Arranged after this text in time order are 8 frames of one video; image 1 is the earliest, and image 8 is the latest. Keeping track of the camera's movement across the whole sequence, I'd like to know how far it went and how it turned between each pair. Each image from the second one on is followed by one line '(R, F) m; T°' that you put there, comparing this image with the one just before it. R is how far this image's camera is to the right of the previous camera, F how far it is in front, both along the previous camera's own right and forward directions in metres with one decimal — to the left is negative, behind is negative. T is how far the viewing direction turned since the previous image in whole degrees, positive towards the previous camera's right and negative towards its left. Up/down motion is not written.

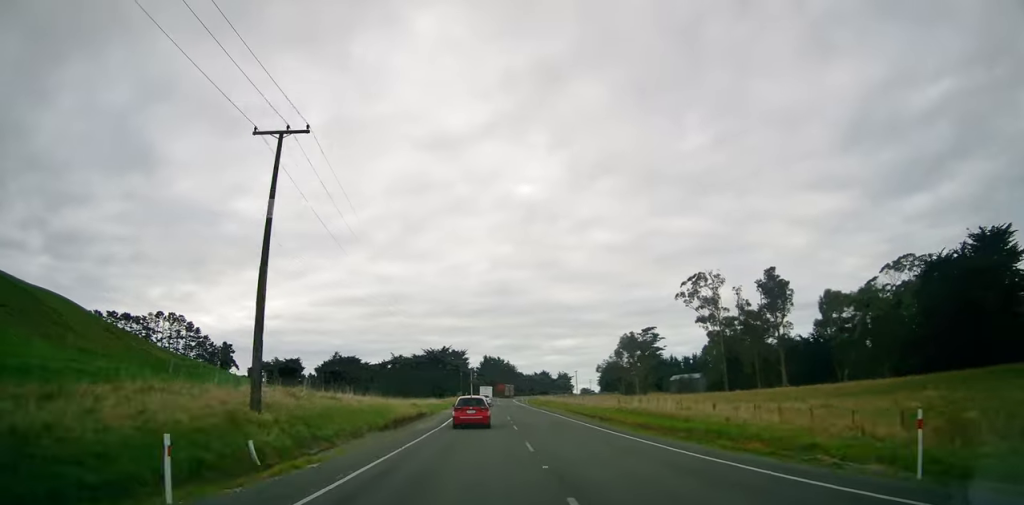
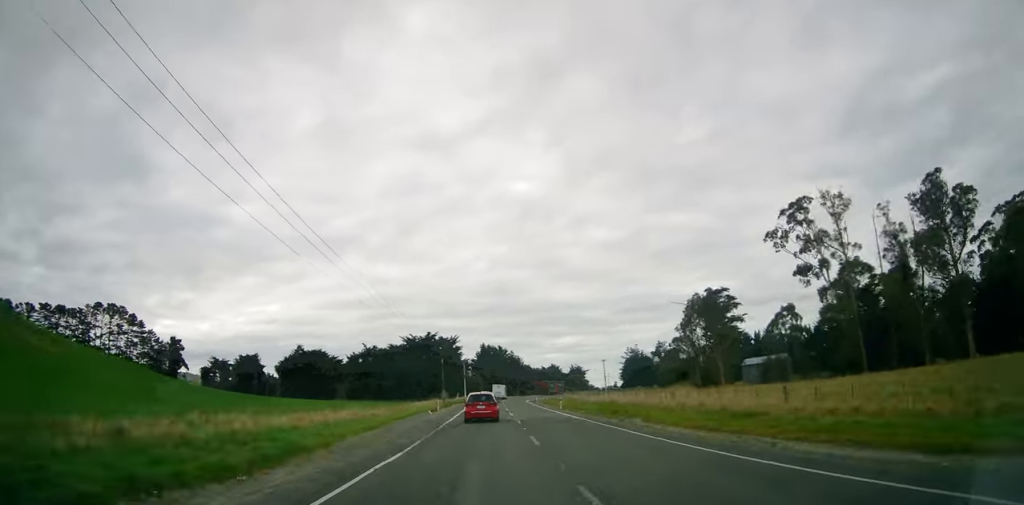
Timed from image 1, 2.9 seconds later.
(+0.6, +48.8) m; +1°
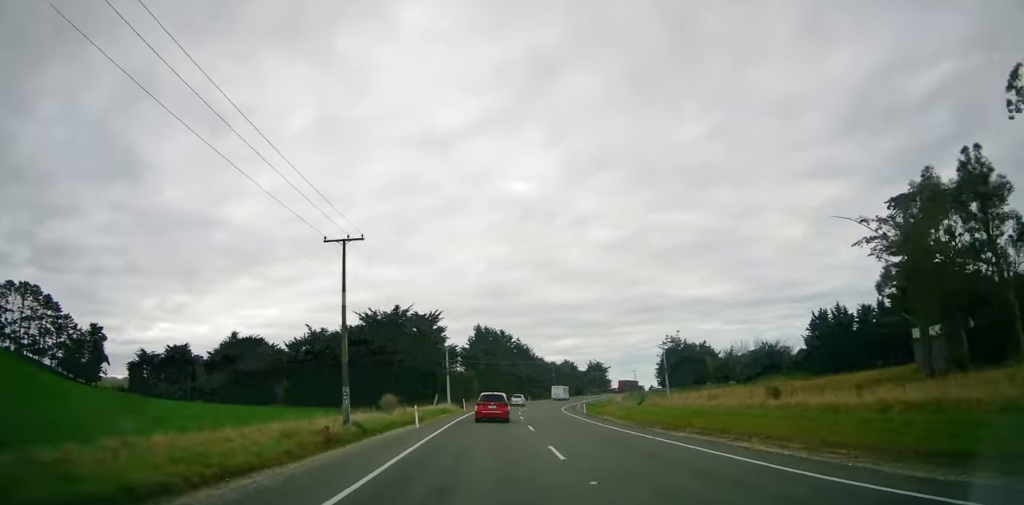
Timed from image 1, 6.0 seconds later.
(0.0, +52.3) m; +4°
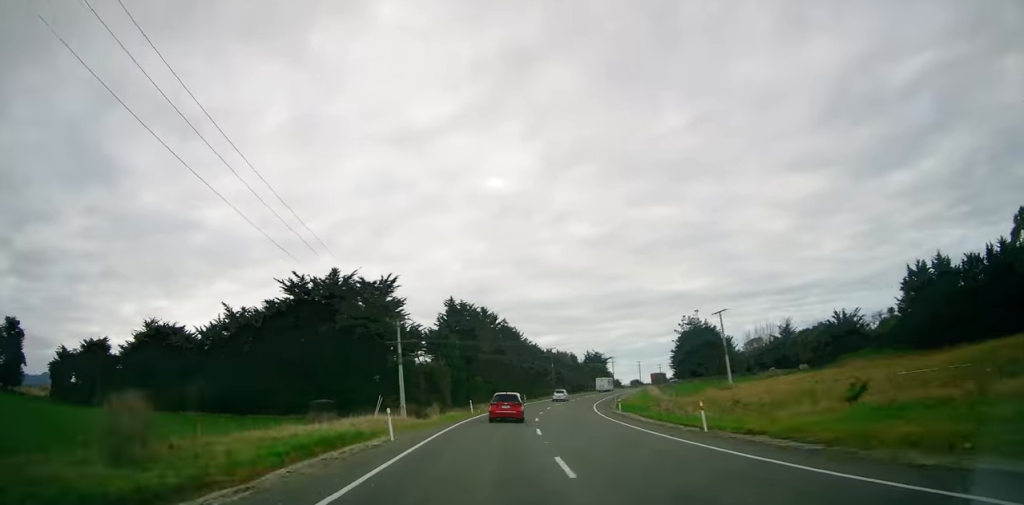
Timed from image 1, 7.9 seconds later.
(+0.7, +32.0) m; +4°
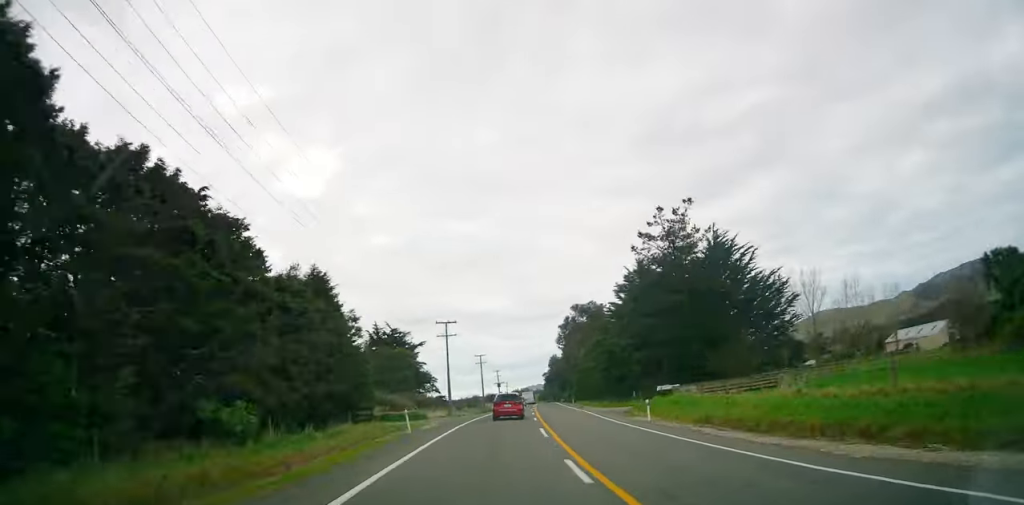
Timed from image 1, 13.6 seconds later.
(+14.6, +99.1) m; +14°
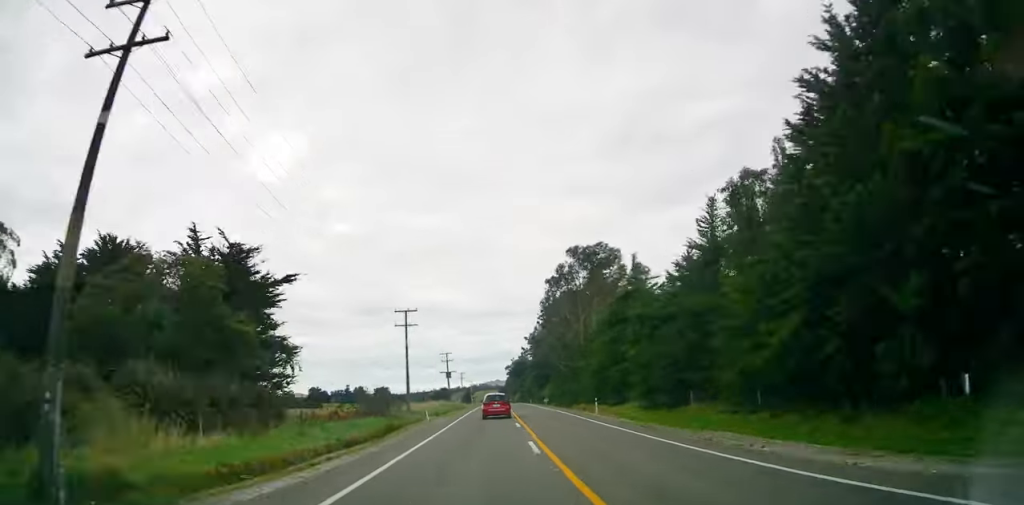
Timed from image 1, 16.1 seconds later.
(+2.1, +45.5) m; +3°
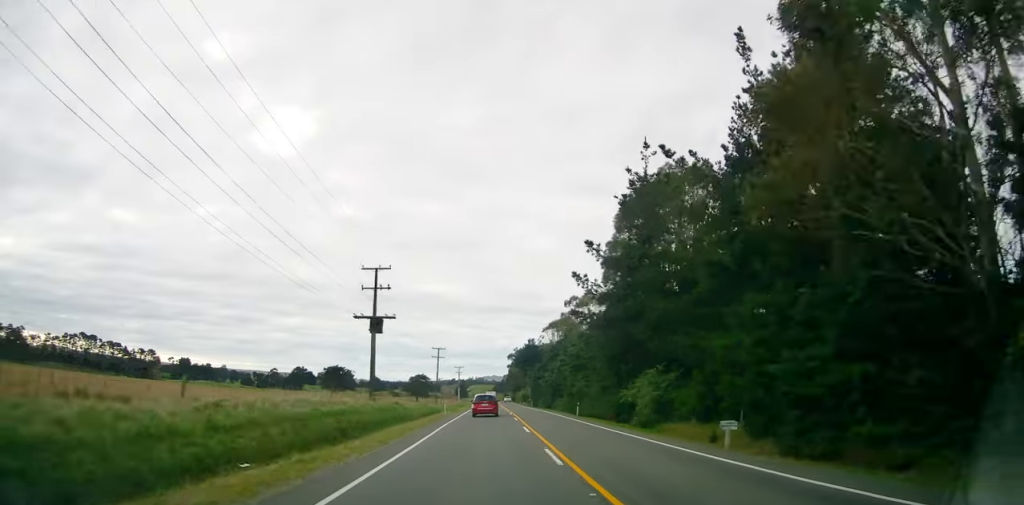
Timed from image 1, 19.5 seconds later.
(+2.0, +61.1) m; +1°
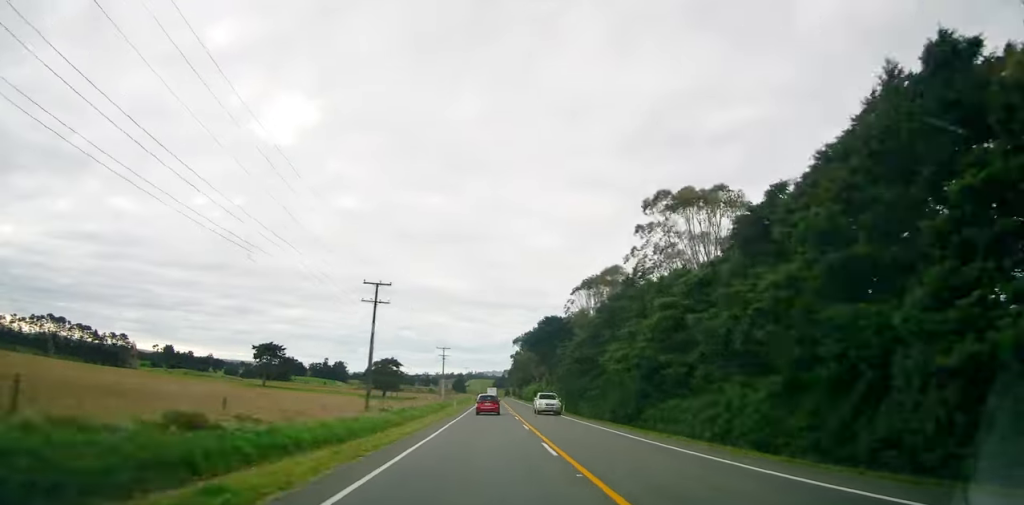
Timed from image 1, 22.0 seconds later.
(-1.0, +47.5) m; 0°
